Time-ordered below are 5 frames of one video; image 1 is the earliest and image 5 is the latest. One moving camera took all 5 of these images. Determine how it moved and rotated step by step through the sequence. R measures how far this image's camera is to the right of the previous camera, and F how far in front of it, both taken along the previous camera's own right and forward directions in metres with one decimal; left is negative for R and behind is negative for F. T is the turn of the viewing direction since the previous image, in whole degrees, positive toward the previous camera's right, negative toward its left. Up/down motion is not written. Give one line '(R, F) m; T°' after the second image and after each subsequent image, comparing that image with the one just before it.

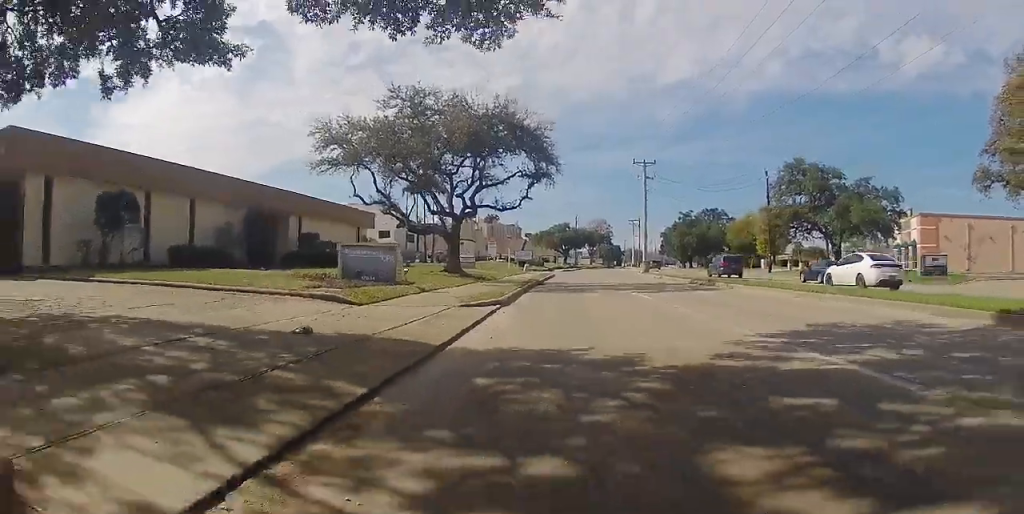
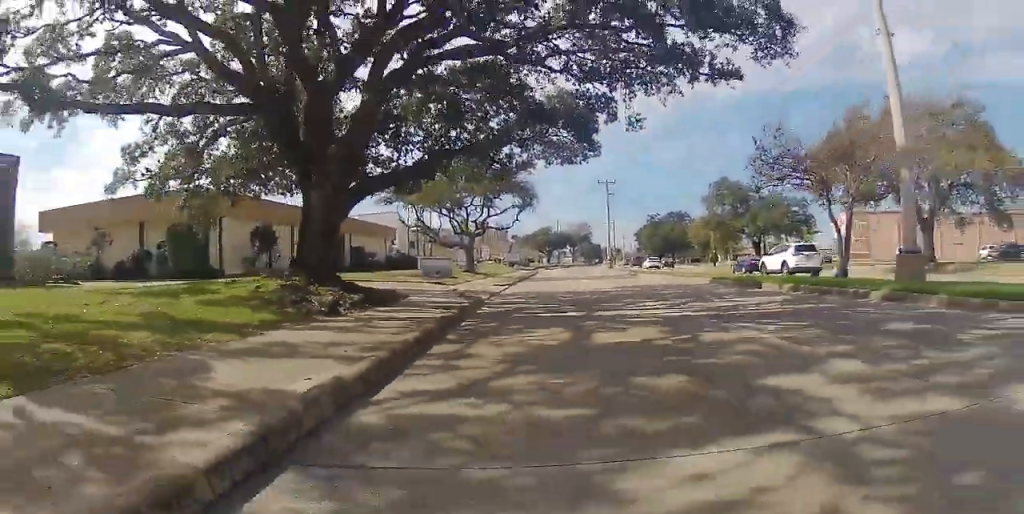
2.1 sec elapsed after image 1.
(0.0, +13.4) m; 0°
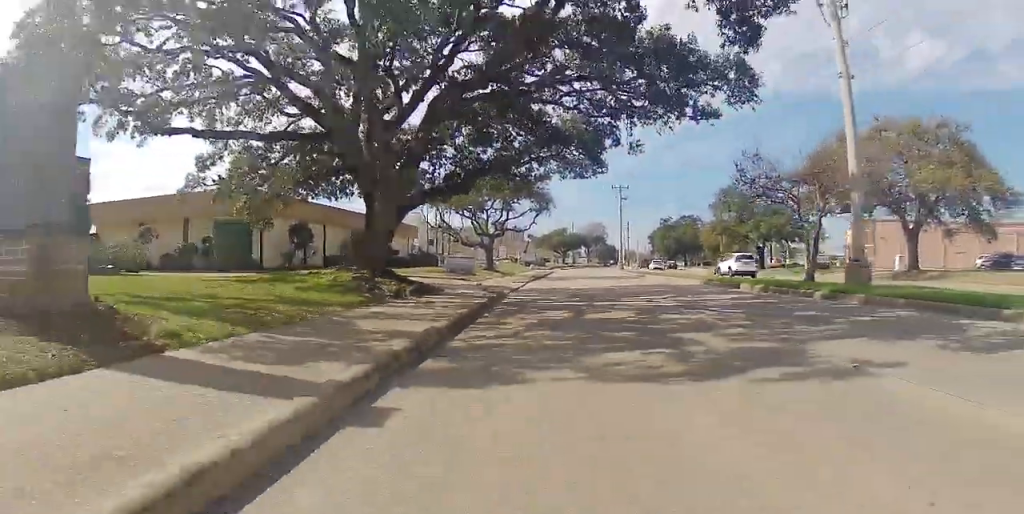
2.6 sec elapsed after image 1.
(-0.1, +3.0) m; 0°
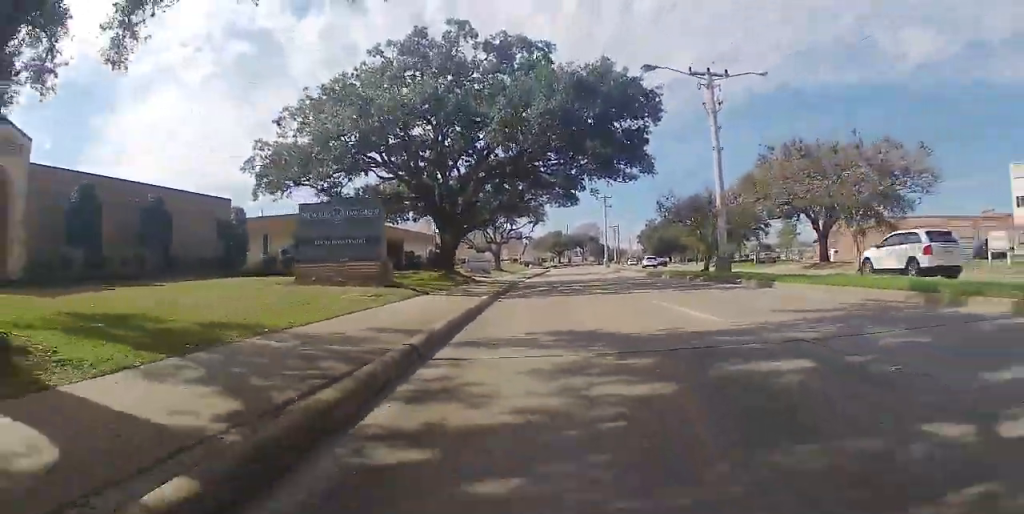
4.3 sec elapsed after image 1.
(+0.1, +11.2) m; 0°
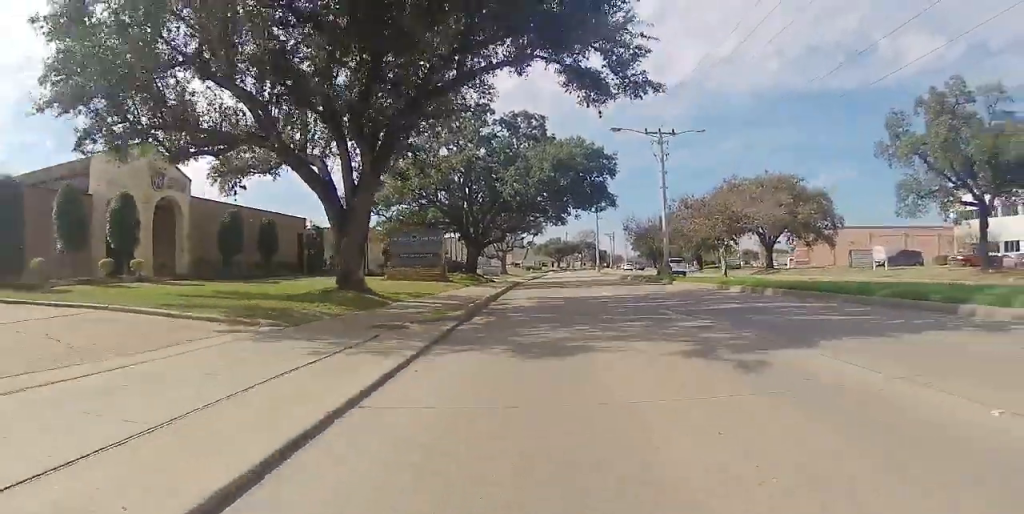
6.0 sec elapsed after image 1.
(-0.4, +10.4) m; +1°
